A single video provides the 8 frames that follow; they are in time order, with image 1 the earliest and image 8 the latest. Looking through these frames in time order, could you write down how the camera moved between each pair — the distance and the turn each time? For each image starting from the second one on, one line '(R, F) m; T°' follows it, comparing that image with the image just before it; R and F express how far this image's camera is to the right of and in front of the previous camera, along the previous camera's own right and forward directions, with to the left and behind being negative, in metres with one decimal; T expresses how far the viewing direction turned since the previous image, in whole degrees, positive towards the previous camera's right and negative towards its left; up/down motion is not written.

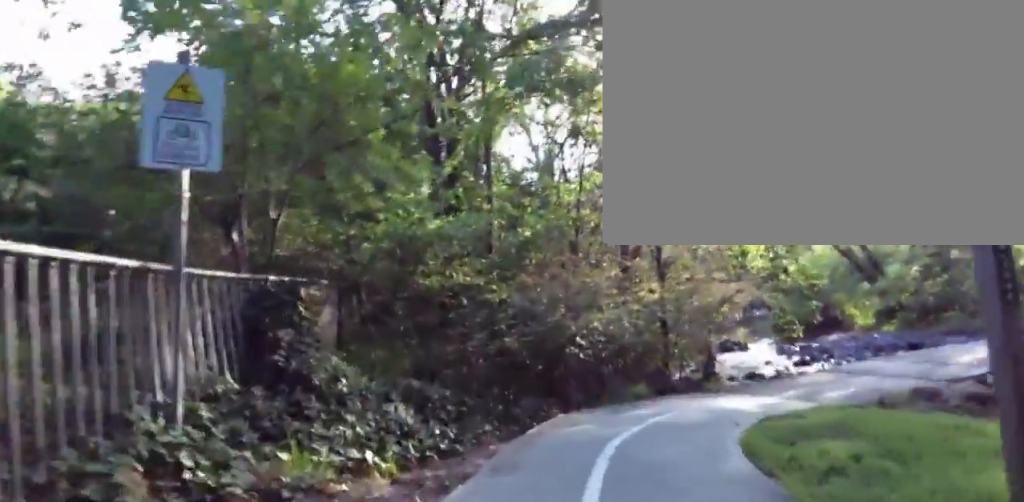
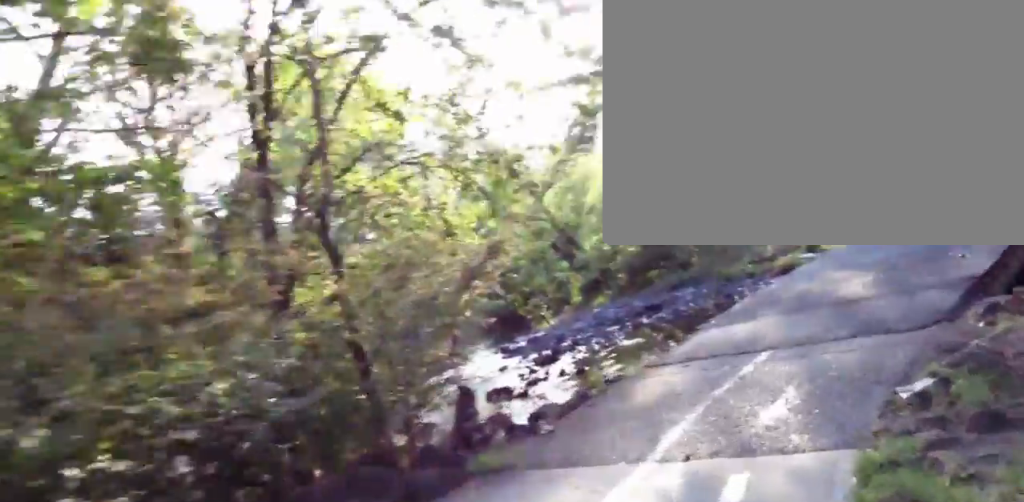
(+1.1, +4.9) m; +34°
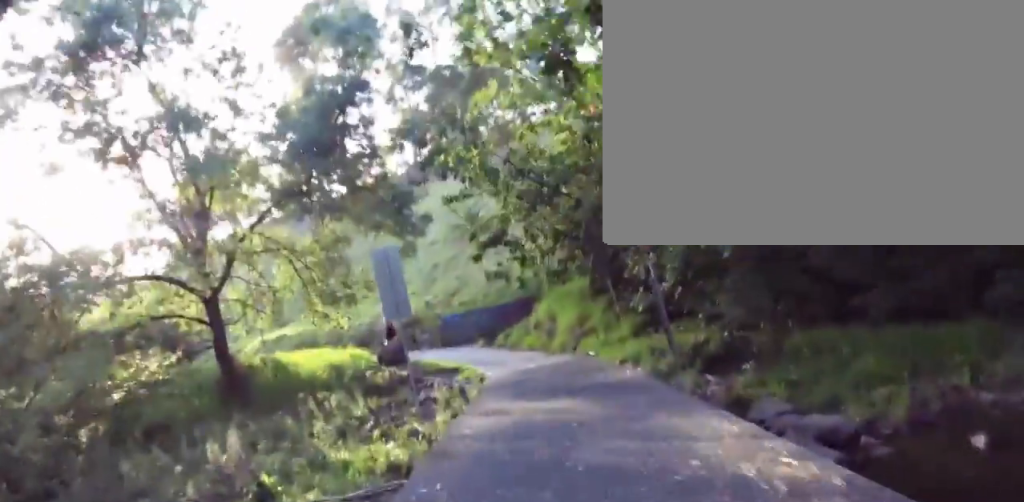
(+2.1, +5.0) m; +32°
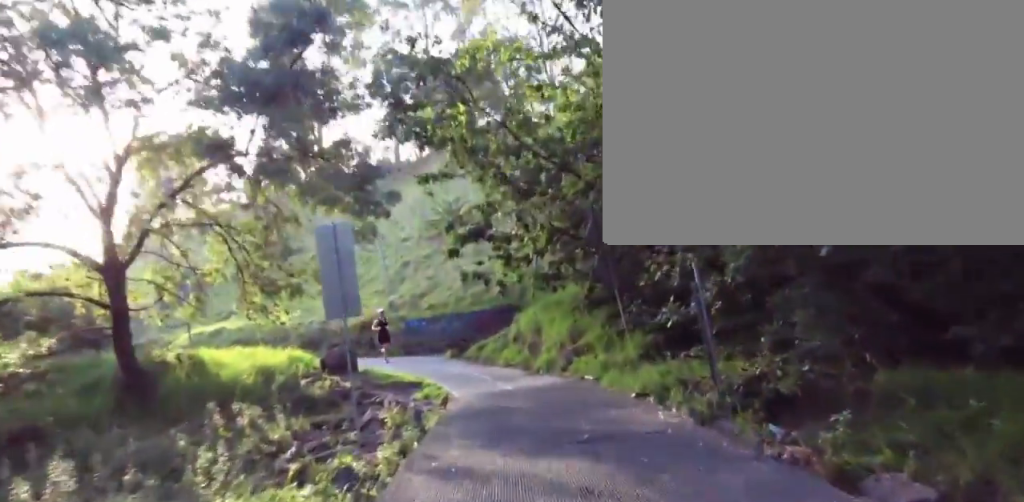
(+0.1, +3.1) m; +2°
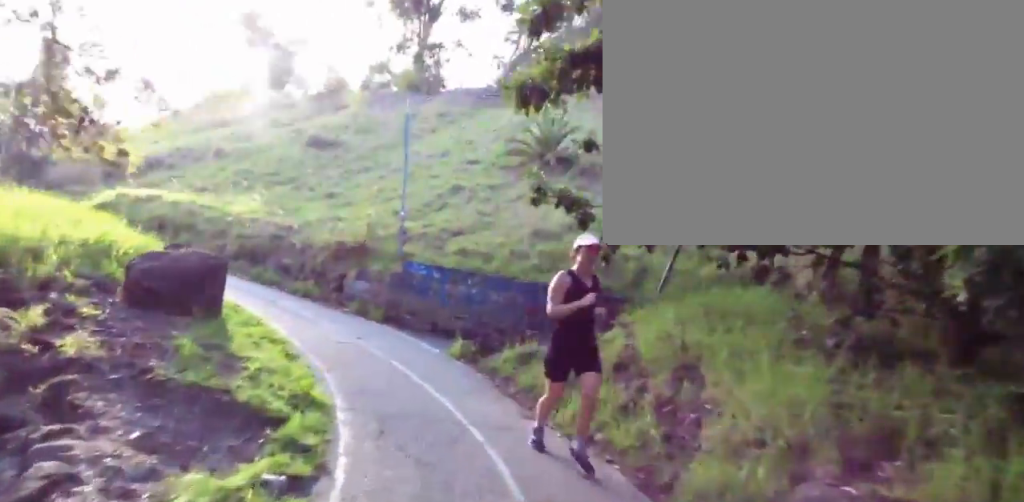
(-0.3, +10.1) m; -10°
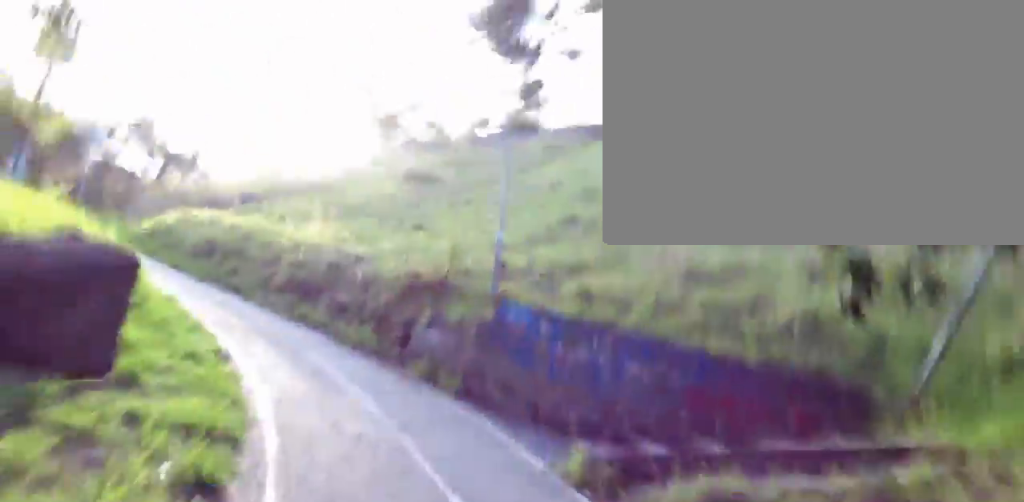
(-0.3, +3.8) m; -10°
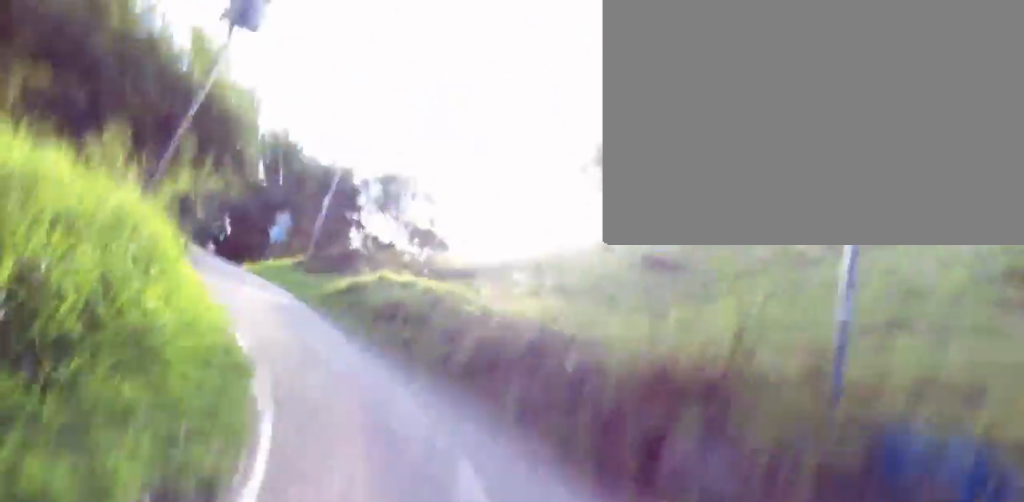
(+0.1, +4.0) m; -12°
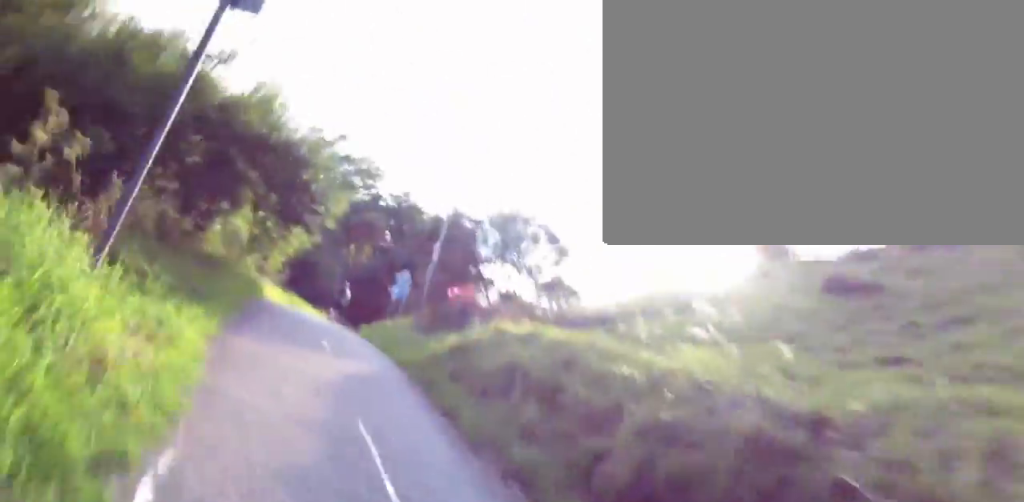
(-0.5, +2.9) m; -9°
